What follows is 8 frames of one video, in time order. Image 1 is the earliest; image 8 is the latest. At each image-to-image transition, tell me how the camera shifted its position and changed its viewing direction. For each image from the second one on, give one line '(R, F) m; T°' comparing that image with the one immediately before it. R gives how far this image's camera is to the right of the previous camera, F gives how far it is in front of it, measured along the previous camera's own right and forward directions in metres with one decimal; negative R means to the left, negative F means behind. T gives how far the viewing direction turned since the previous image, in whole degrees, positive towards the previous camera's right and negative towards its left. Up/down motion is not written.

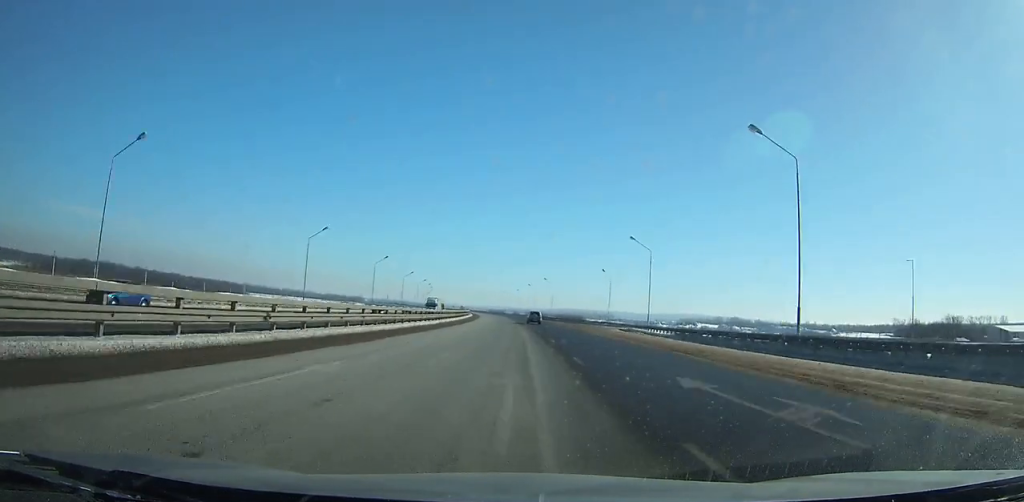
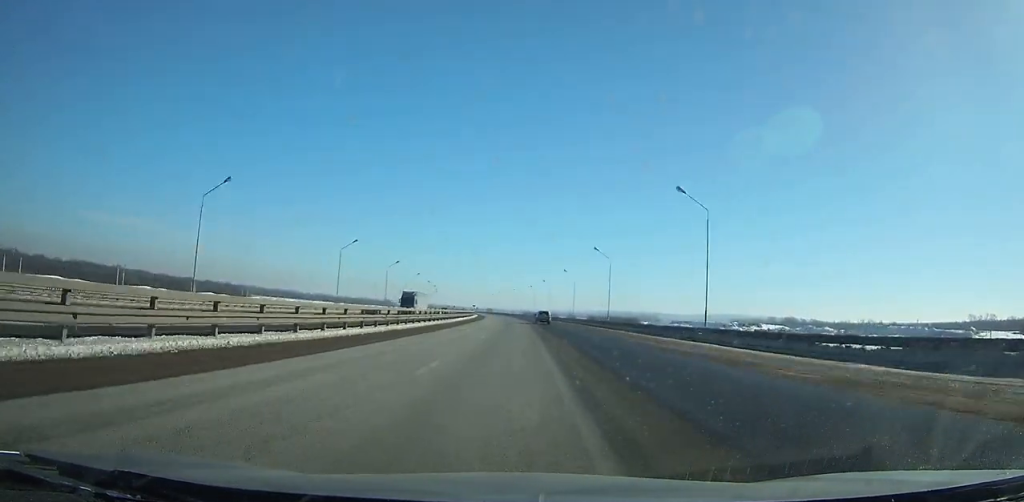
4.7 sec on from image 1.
(-2.9, +109.4) m; -3°
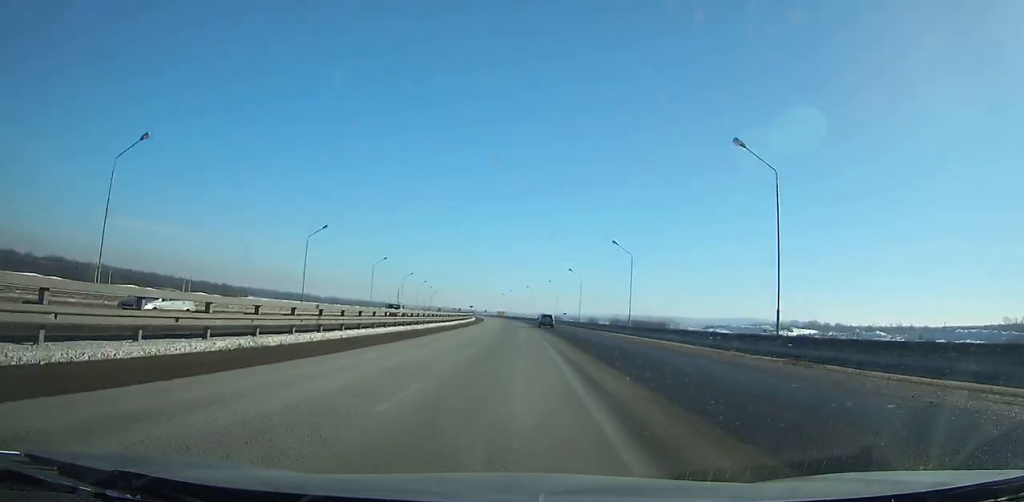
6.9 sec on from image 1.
(-0.7, +52.0) m; -2°
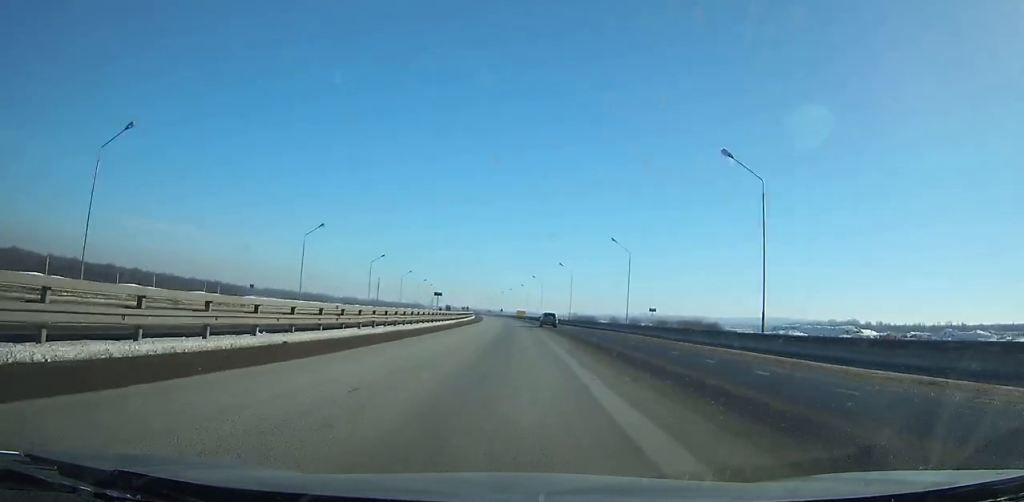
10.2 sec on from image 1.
(-1.8, +78.4) m; -3°
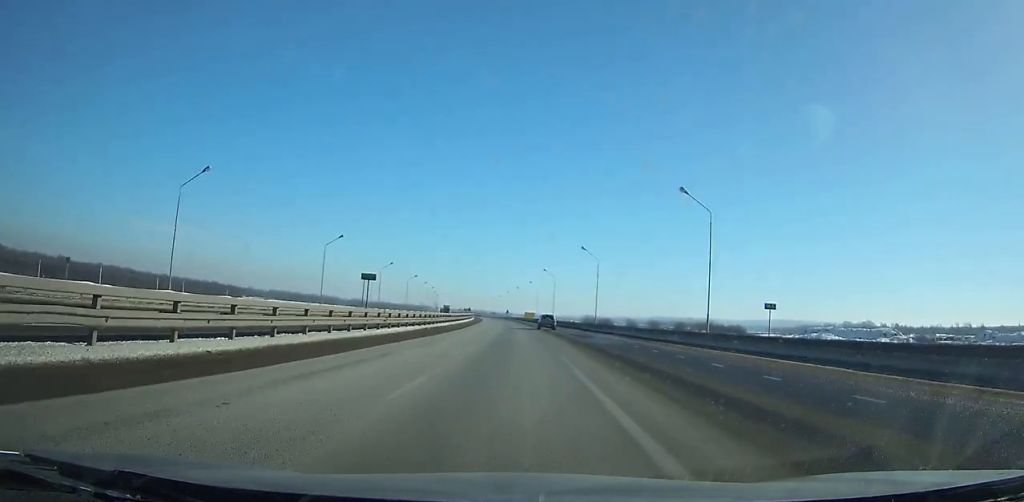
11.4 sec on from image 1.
(-0.3, +28.6) m; -1°
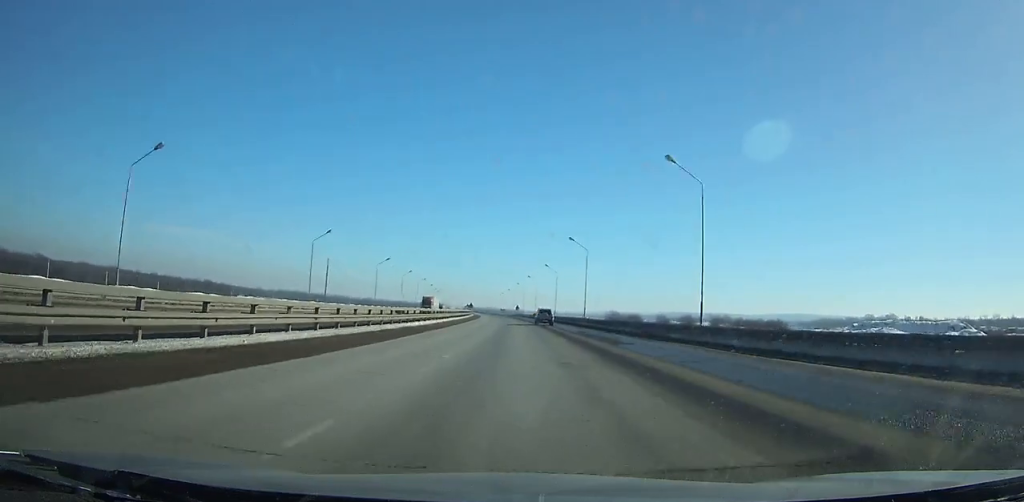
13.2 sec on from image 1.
(-0.1, +43.0) m; -1°
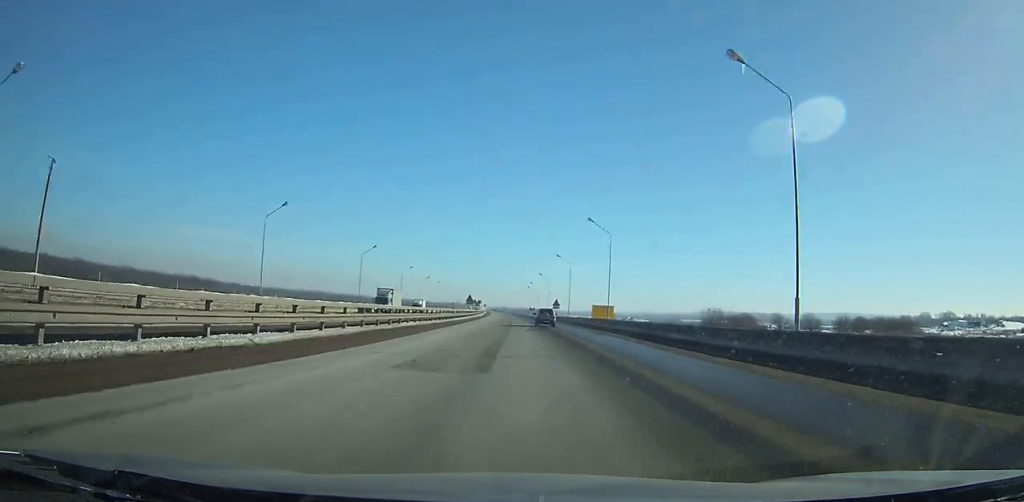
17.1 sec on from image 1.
(-2.9, +92.3) m; -3°
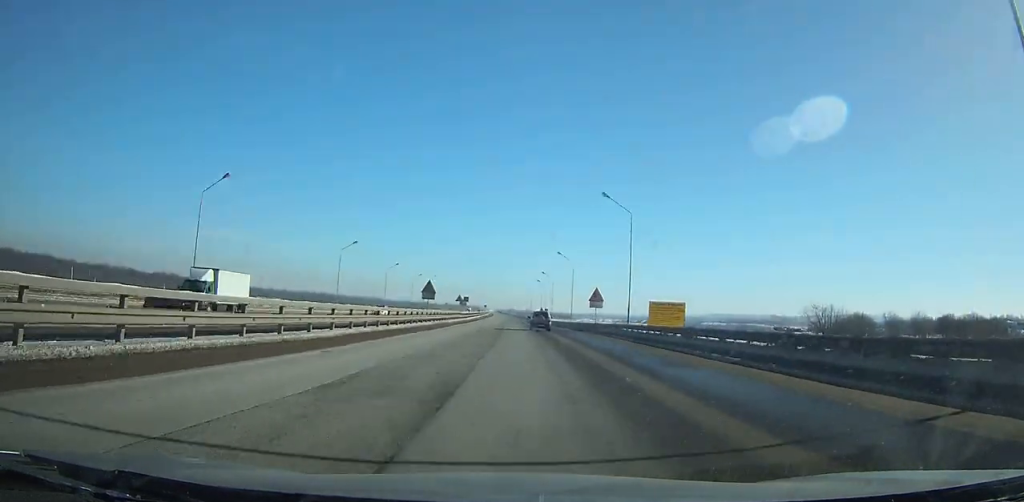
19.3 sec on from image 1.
(-0.4, +51.4) m; -1°
